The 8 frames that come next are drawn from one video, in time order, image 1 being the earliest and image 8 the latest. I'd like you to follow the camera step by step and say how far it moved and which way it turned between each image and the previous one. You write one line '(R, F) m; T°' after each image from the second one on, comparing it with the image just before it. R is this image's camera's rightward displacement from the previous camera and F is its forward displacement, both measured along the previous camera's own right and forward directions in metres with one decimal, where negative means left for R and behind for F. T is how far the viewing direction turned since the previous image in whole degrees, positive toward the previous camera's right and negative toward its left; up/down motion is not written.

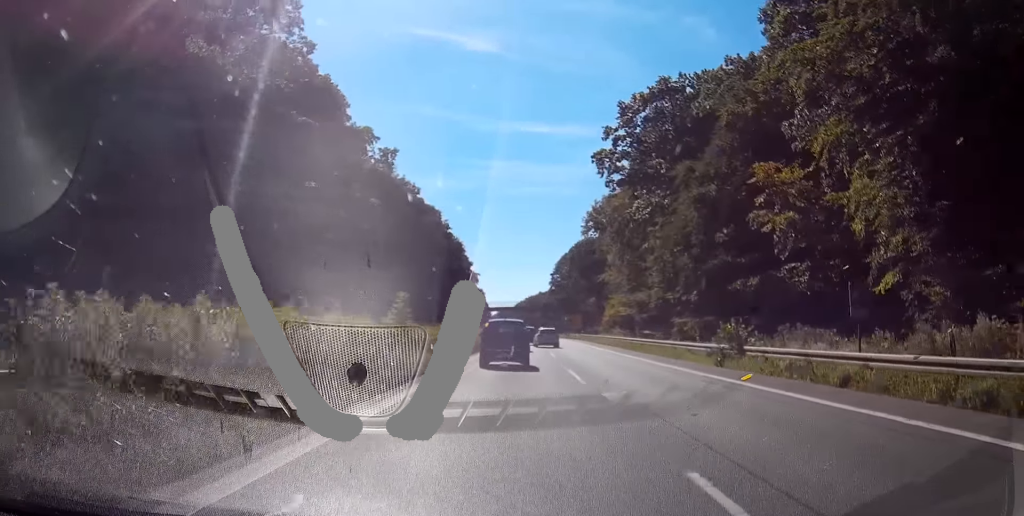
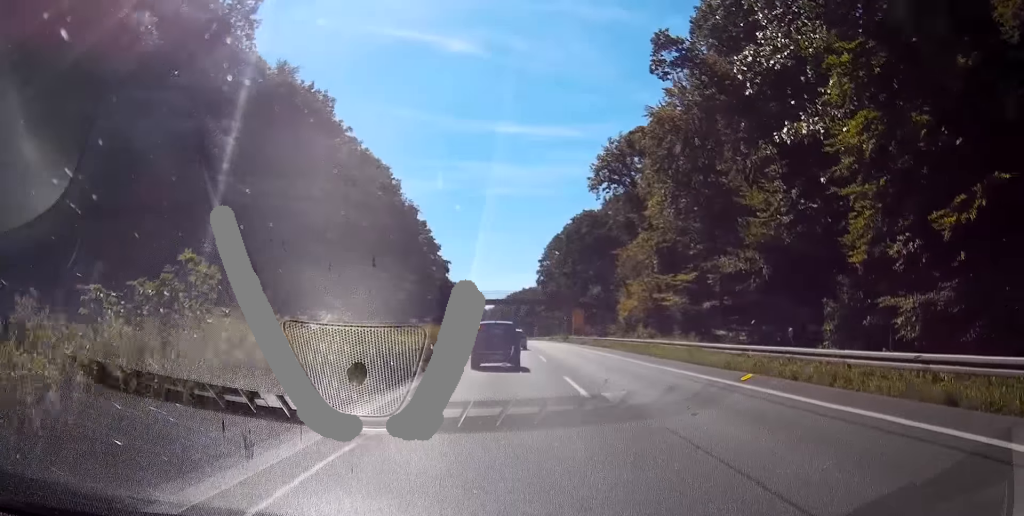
(+0.4, +38.3) m; 0°
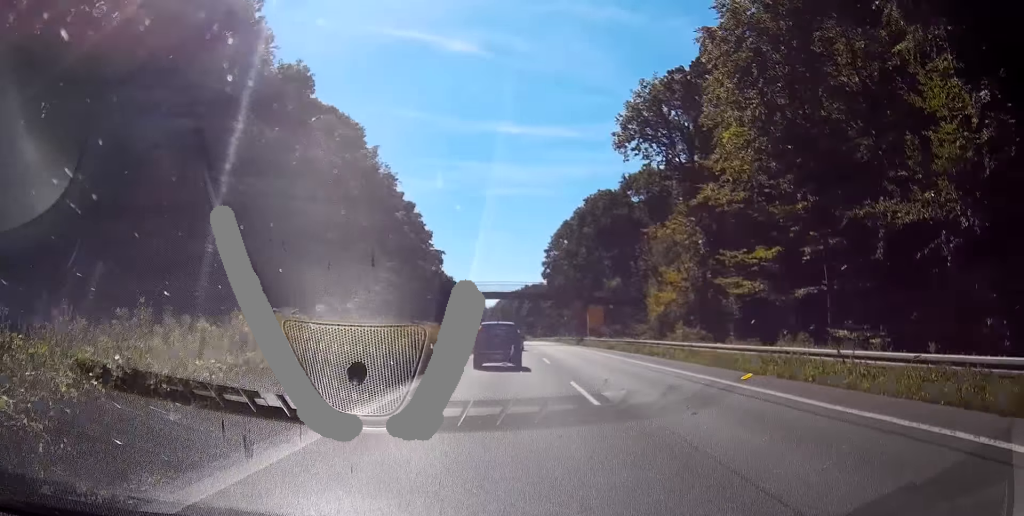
(+0.1, +19.8) m; +2°
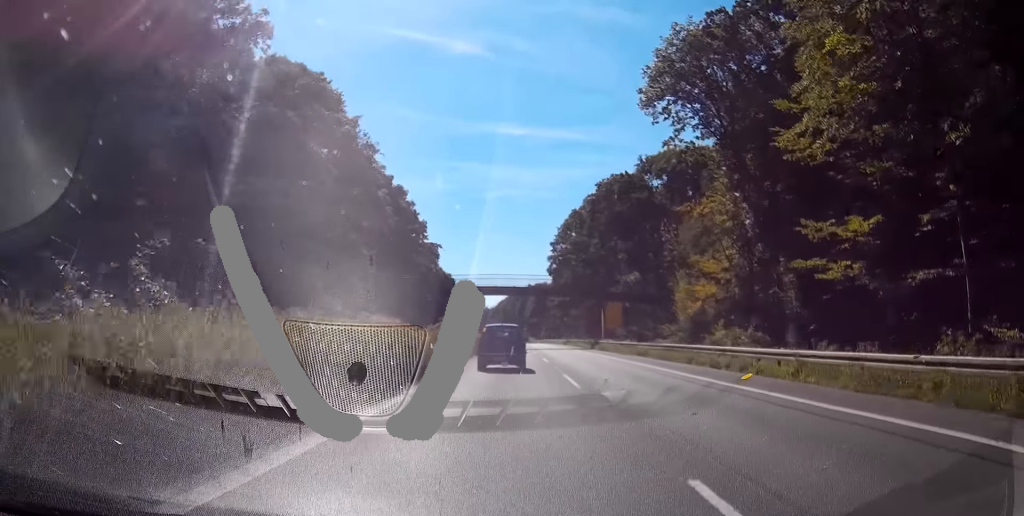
(+0.5, +12.6) m; -1°
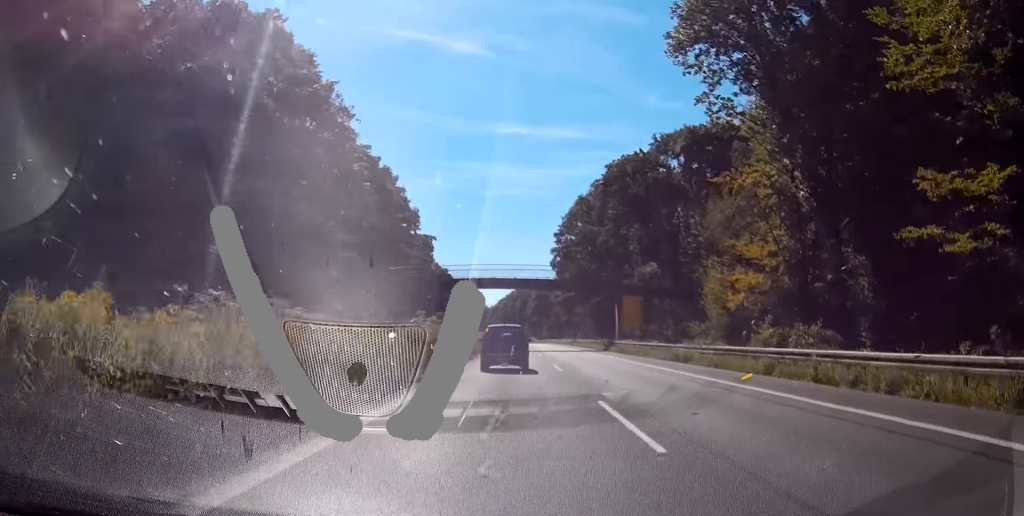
(-0.2, +10.1) m; -1°
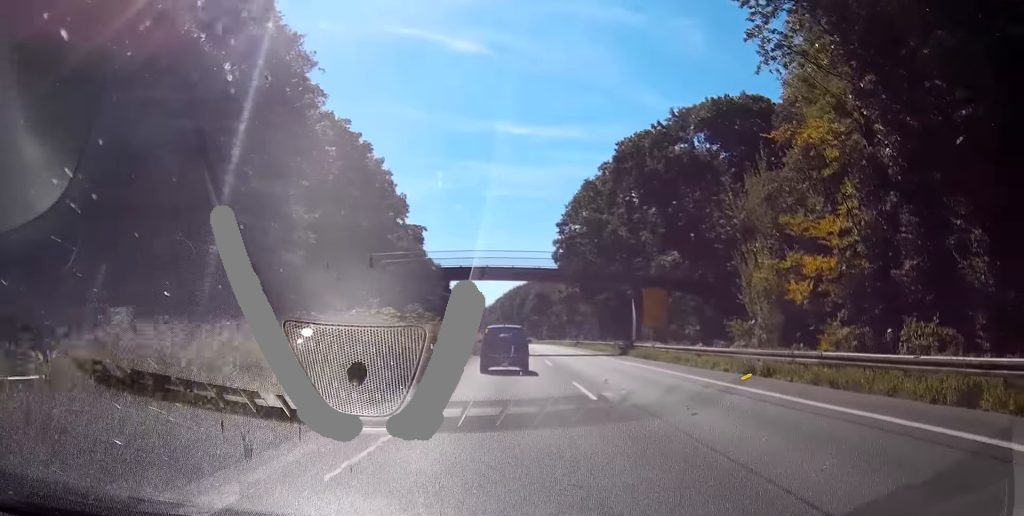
(-0.4, +10.5) m; -2°
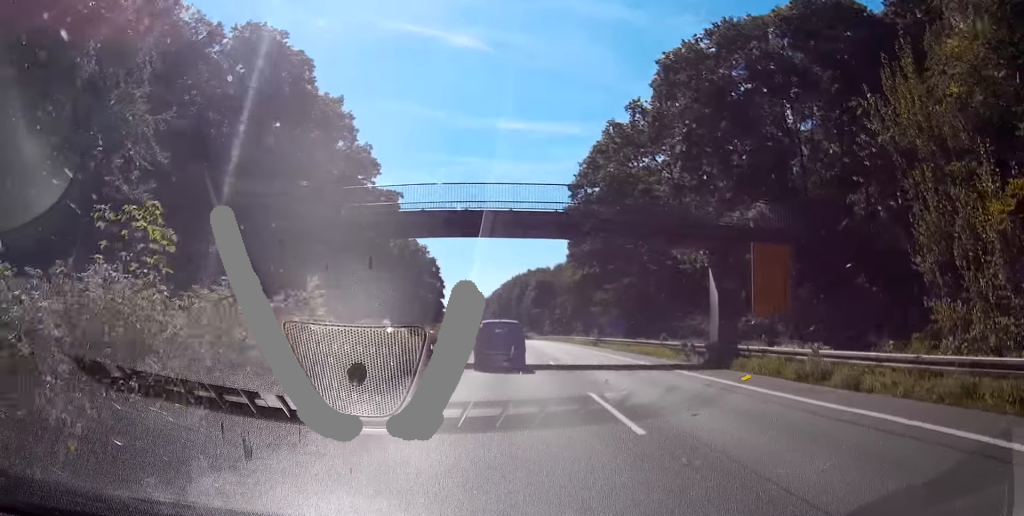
(+0.4, +21.7) m; +2°
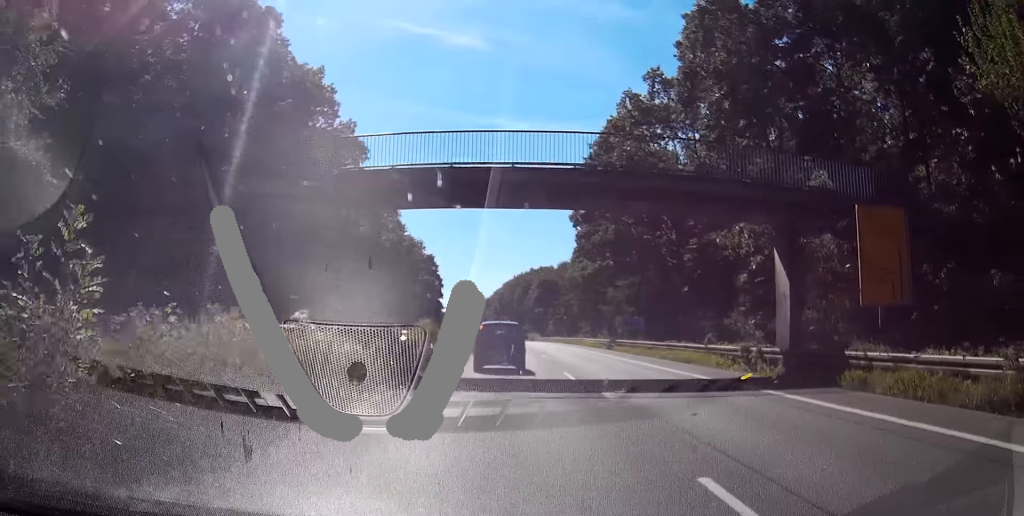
(+0.1, +8.3) m; +1°
